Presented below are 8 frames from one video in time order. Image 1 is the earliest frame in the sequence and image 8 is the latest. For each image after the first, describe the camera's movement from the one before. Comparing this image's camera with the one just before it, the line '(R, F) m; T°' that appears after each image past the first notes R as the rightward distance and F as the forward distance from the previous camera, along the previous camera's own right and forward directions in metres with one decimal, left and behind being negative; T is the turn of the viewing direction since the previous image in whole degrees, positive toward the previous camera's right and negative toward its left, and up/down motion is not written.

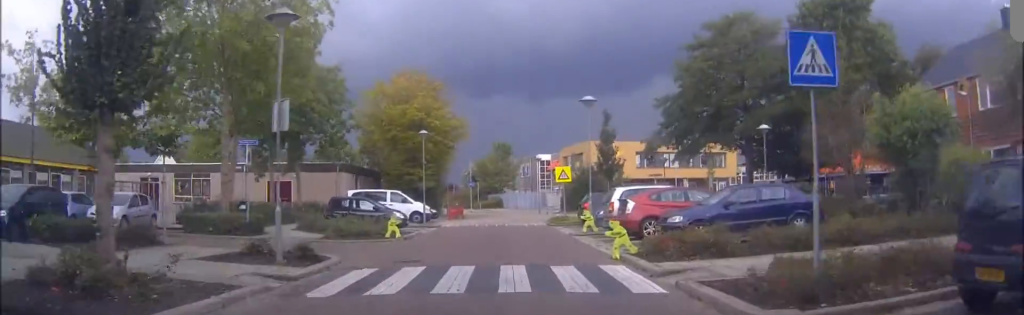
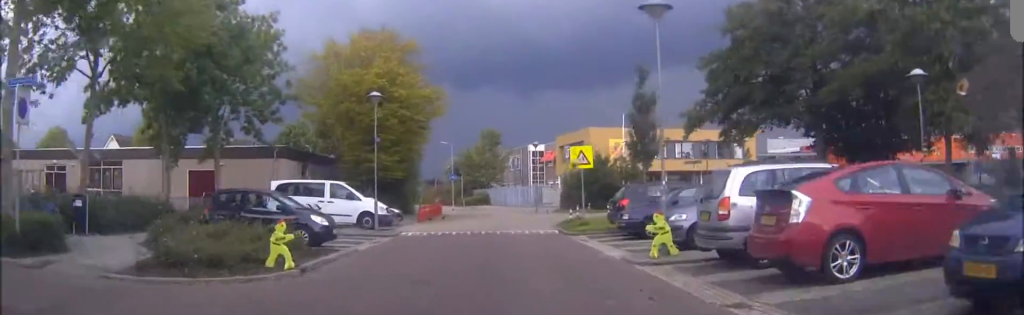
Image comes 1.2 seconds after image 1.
(0.0, +11.9) m; 0°
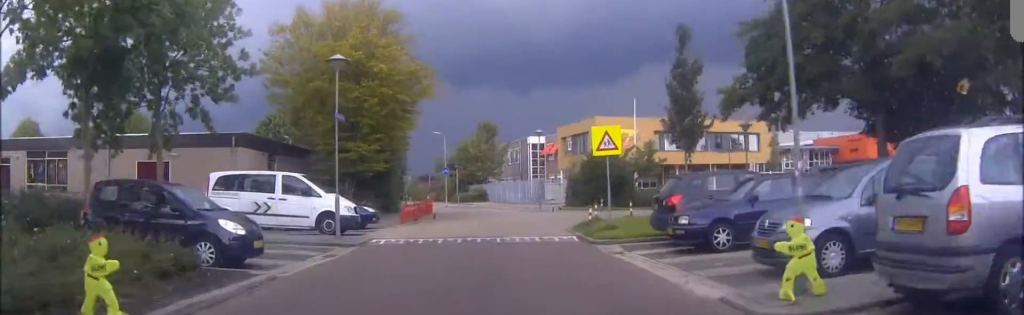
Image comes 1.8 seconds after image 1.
(-0.1, +5.9) m; 0°
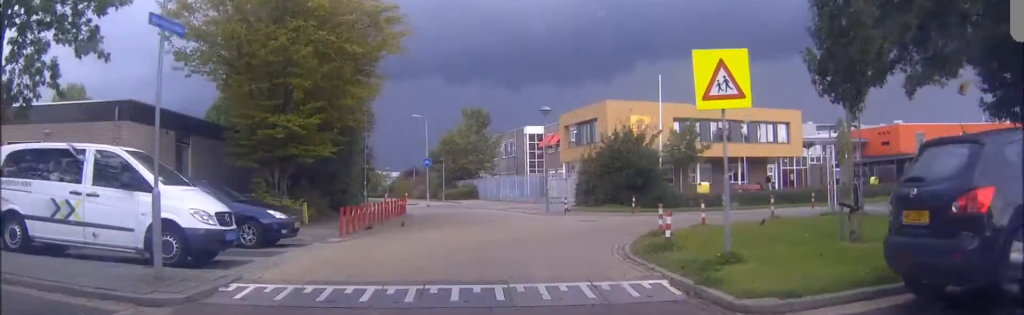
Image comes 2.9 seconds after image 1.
(+0.2, +11.1) m; 0°
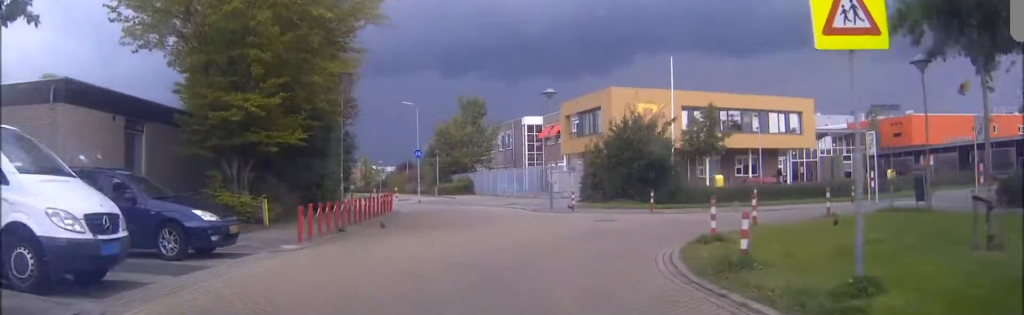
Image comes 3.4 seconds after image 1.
(-0.2, +4.5) m; 0°
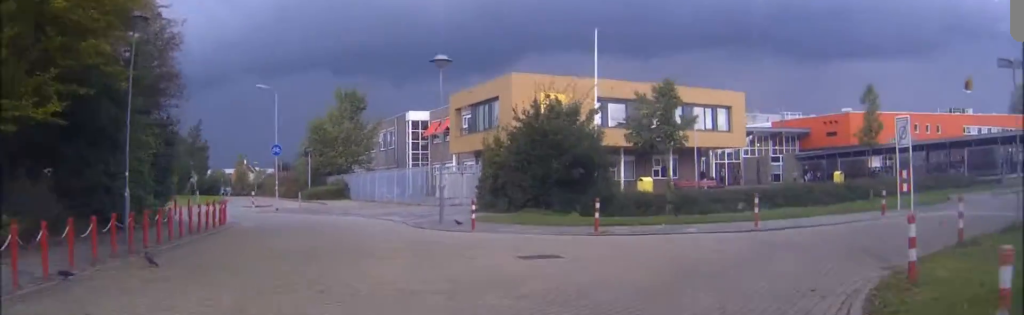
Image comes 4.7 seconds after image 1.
(+0.5, +11.0) m; +6°
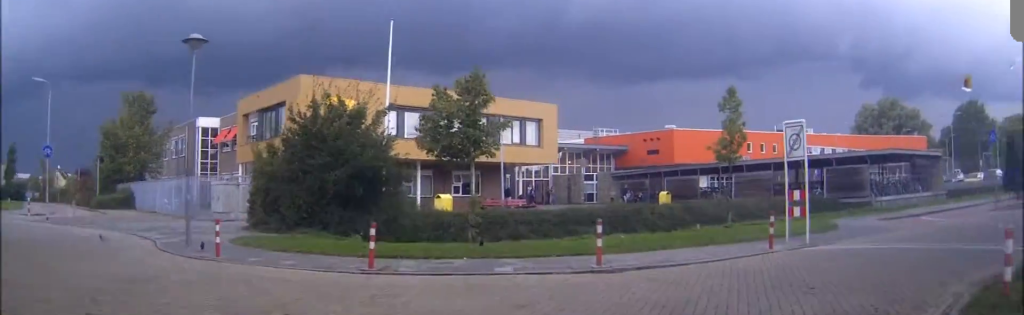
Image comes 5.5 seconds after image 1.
(+0.1, +6.3) m; +7°
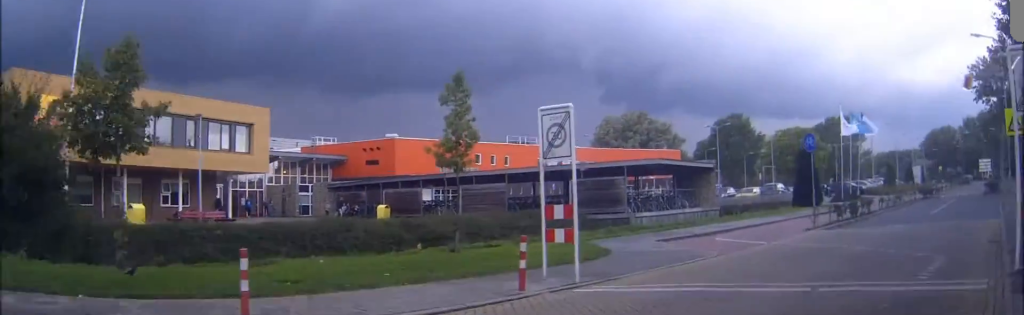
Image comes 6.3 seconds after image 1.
(+0.7, +5.9) m; +29°
